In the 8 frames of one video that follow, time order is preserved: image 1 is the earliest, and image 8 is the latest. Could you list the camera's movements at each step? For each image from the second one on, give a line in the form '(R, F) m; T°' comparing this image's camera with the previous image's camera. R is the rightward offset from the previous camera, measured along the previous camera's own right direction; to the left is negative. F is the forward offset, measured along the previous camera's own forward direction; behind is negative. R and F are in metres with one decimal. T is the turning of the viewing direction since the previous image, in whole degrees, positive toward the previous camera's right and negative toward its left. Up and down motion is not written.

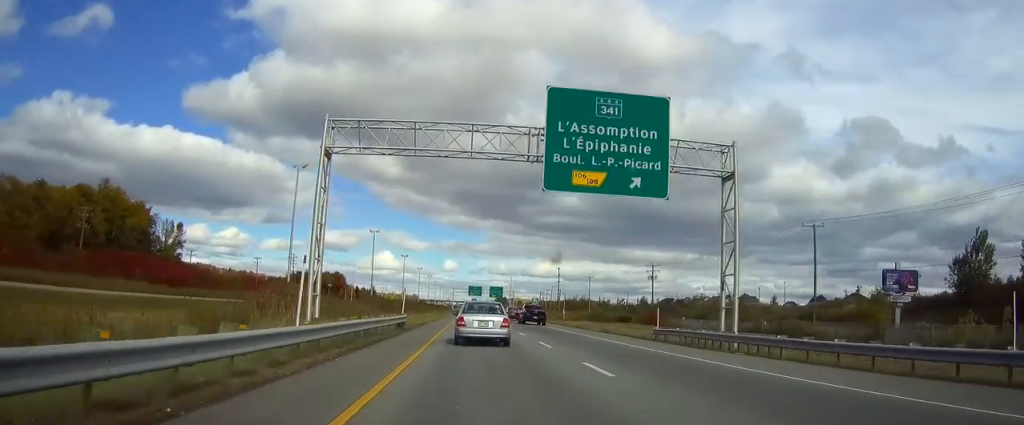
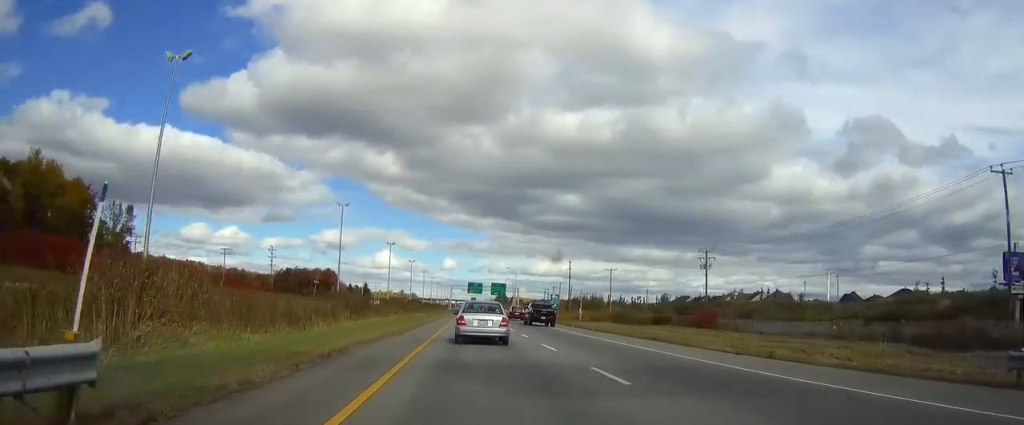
(0.0, +27.2) m; 0°
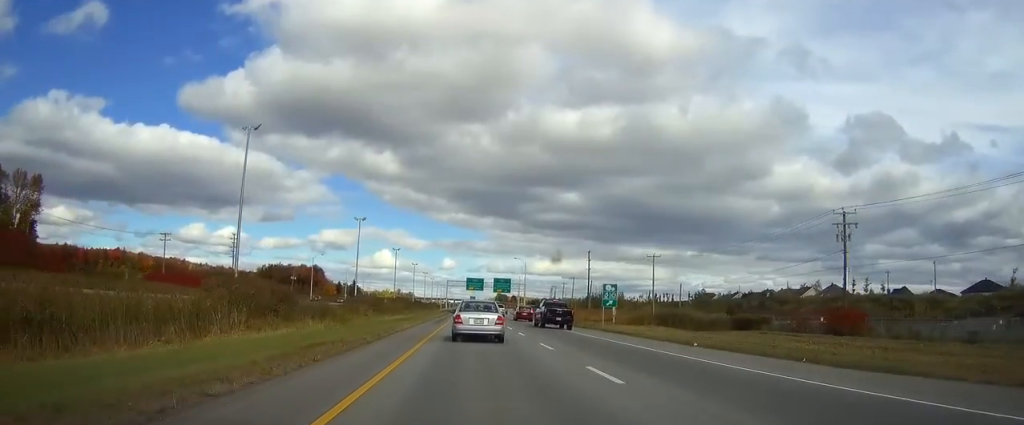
(0.0, +35.9) m; 0°
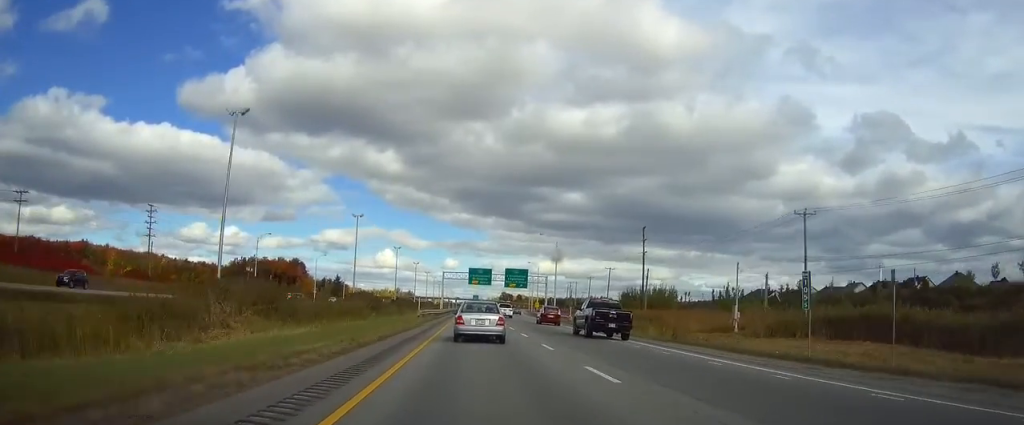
(-0.1, +53.5) m; 0°
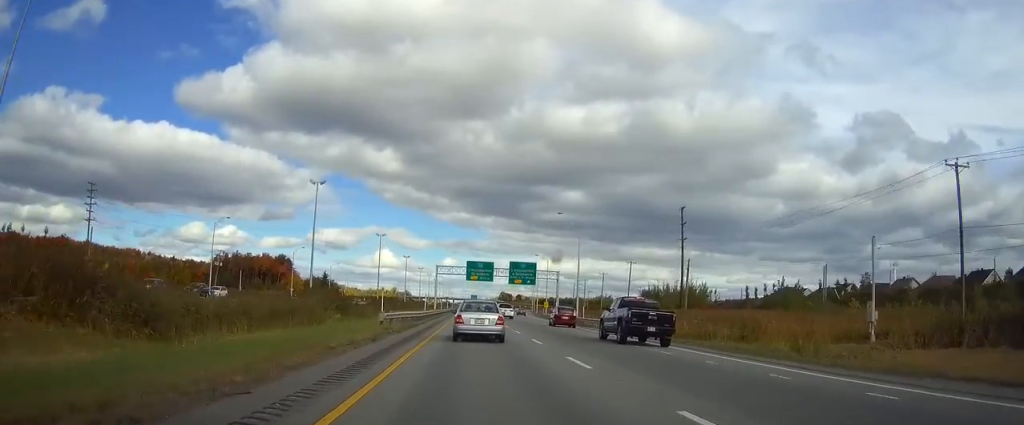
(+0.1, +24.1) m; 0°
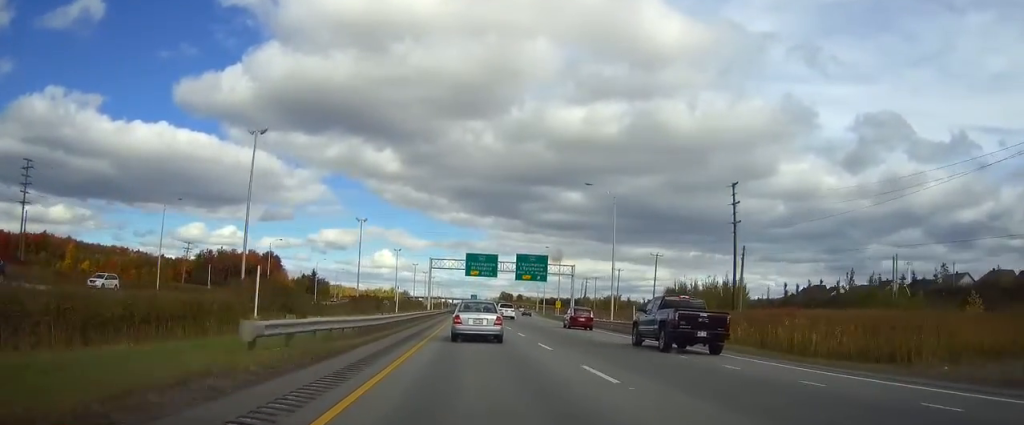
(0.0, +20.7) m; 0°
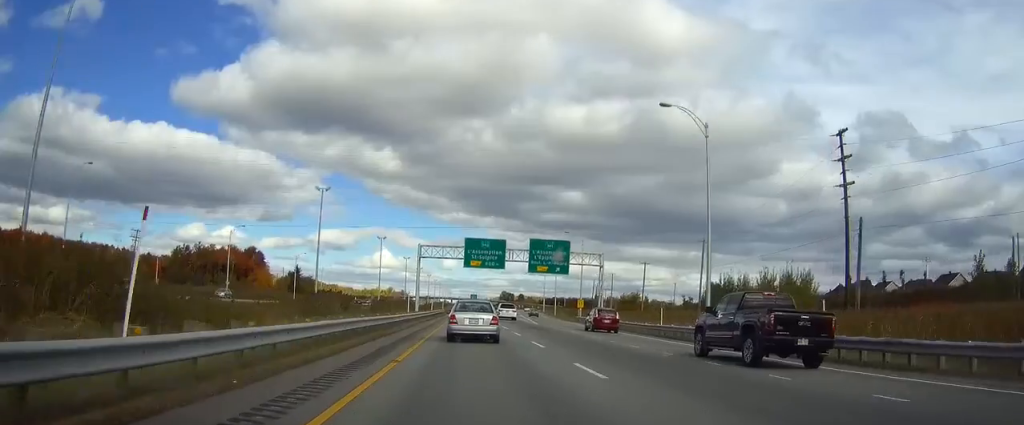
(-0.1, +26.2) m; 0°
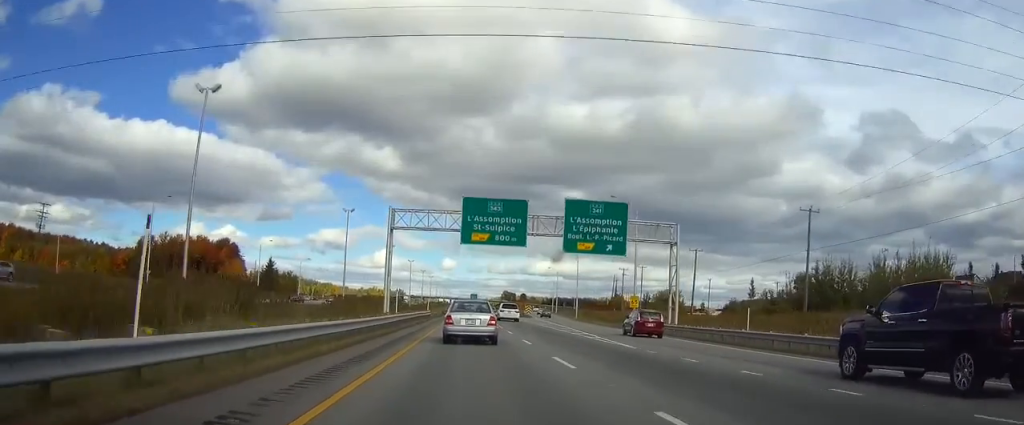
(+0.1, +33.6) m; 0°
